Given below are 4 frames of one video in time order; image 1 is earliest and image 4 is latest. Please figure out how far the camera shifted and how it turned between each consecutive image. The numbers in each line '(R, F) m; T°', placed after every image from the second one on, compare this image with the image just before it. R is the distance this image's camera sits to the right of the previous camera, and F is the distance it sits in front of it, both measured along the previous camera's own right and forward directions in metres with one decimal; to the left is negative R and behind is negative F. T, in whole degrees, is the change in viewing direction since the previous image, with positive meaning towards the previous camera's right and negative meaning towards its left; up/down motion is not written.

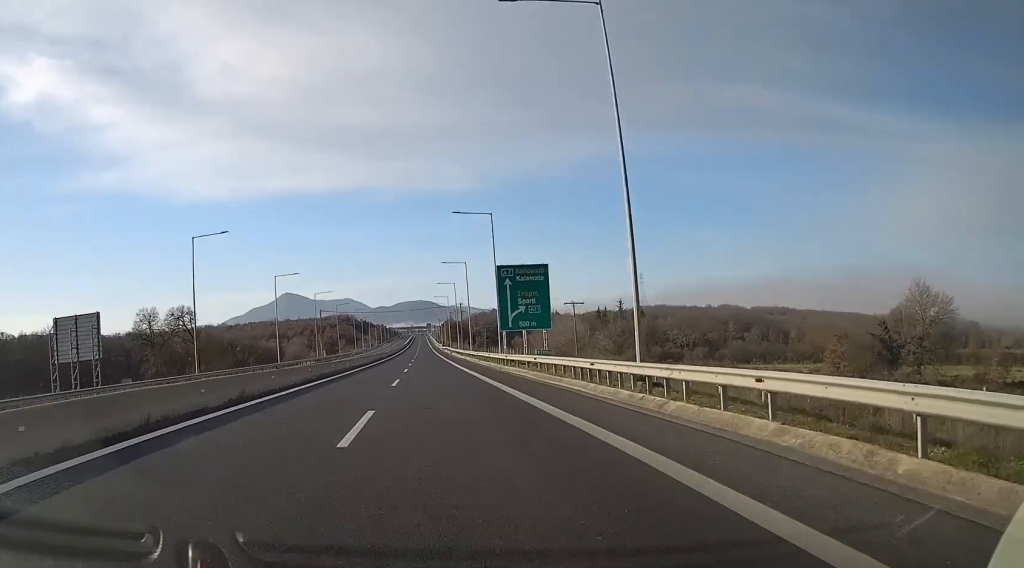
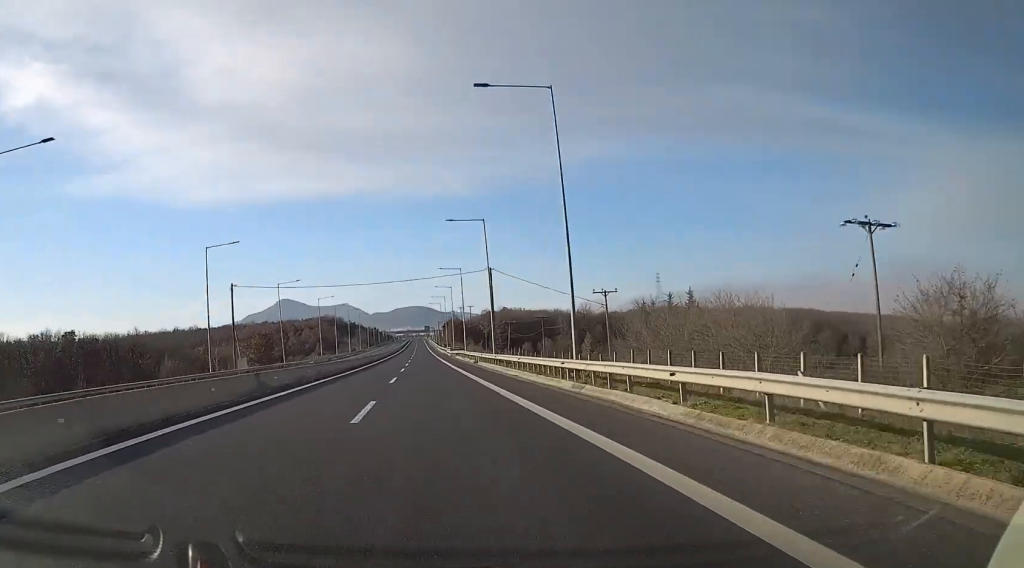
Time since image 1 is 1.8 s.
(+0.2, +68.3) m; 0°
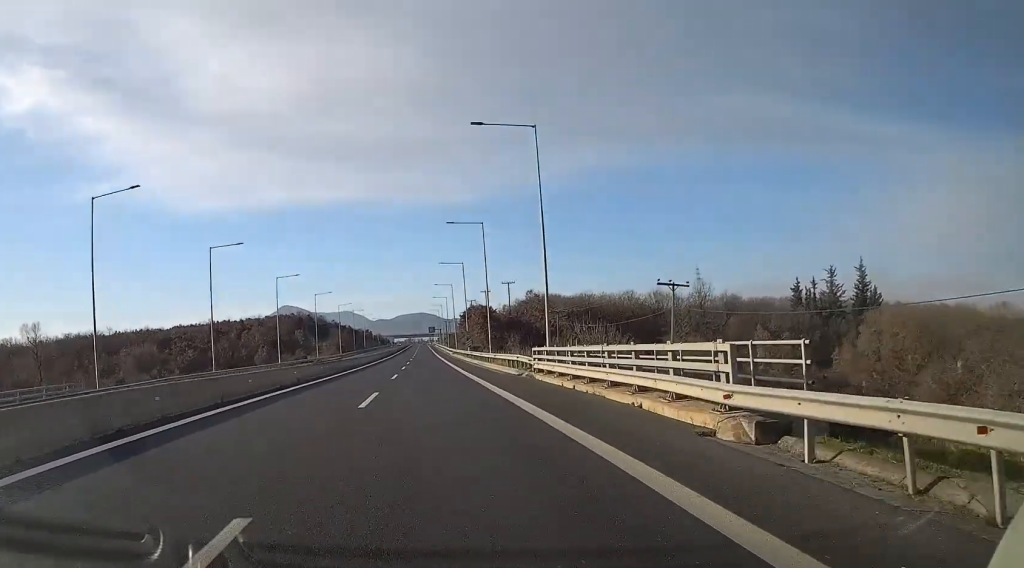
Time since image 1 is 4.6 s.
(-0.4, +105.1) m; 0°
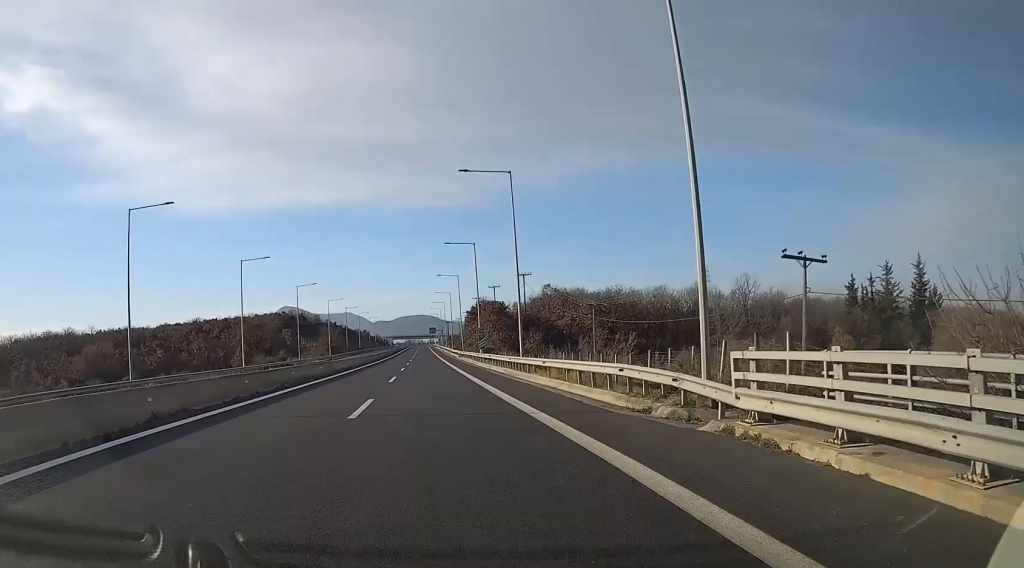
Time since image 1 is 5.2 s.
(0.0, +20.1) m; 0°
